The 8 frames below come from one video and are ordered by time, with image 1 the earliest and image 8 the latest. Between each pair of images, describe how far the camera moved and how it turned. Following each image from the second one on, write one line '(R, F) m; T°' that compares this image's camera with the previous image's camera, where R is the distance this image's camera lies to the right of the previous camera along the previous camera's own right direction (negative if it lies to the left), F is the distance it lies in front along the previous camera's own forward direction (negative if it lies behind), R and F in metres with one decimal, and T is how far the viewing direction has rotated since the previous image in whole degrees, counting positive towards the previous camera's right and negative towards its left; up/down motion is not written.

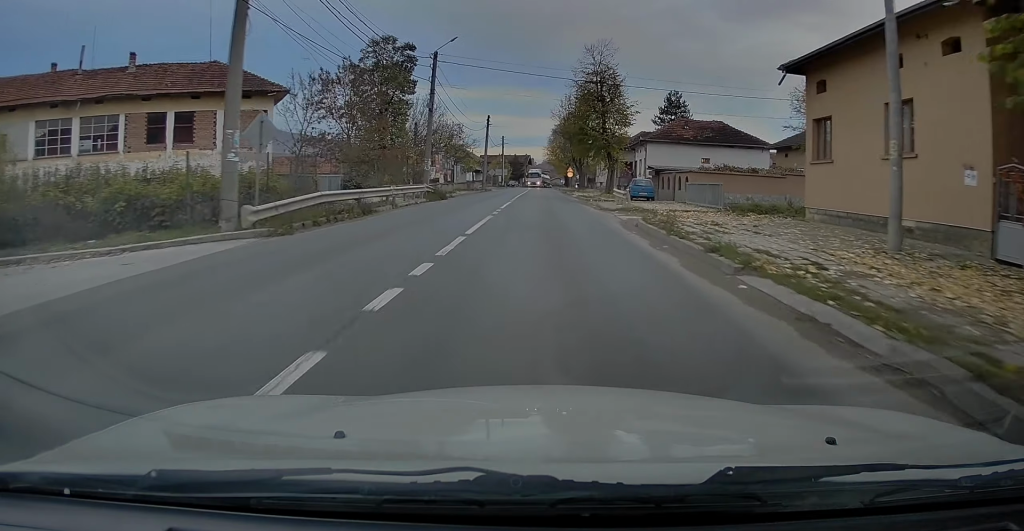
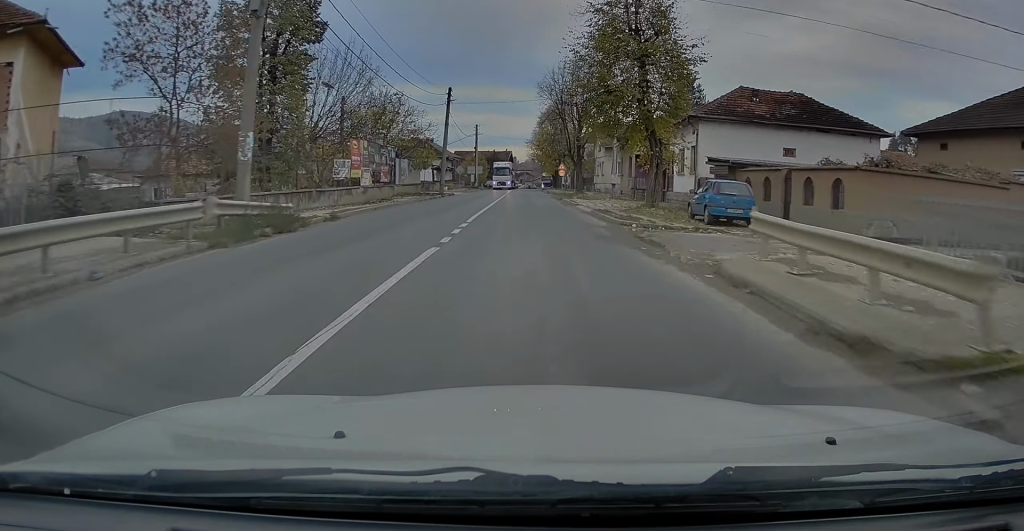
(+0.9, +21.6) m; +1°
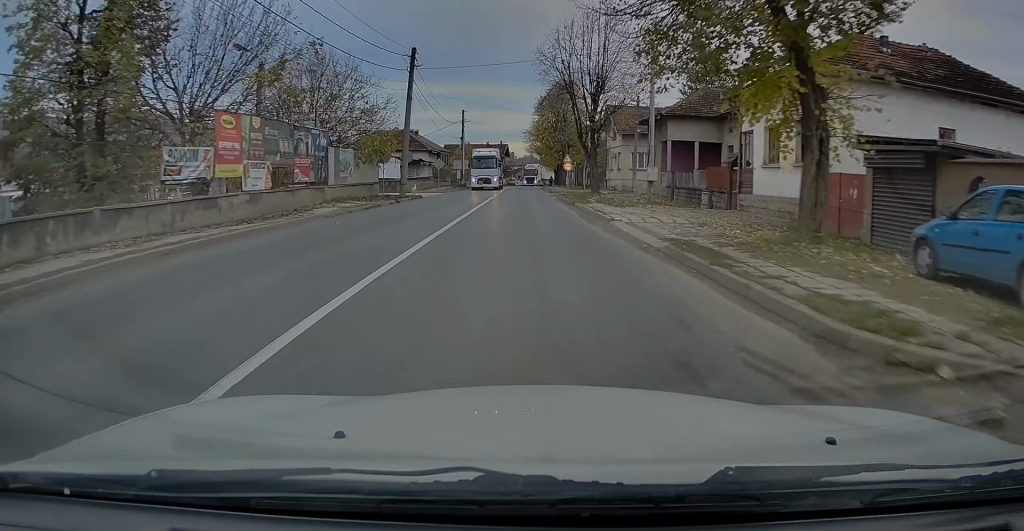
(-0.5, +14.5) m; -1°
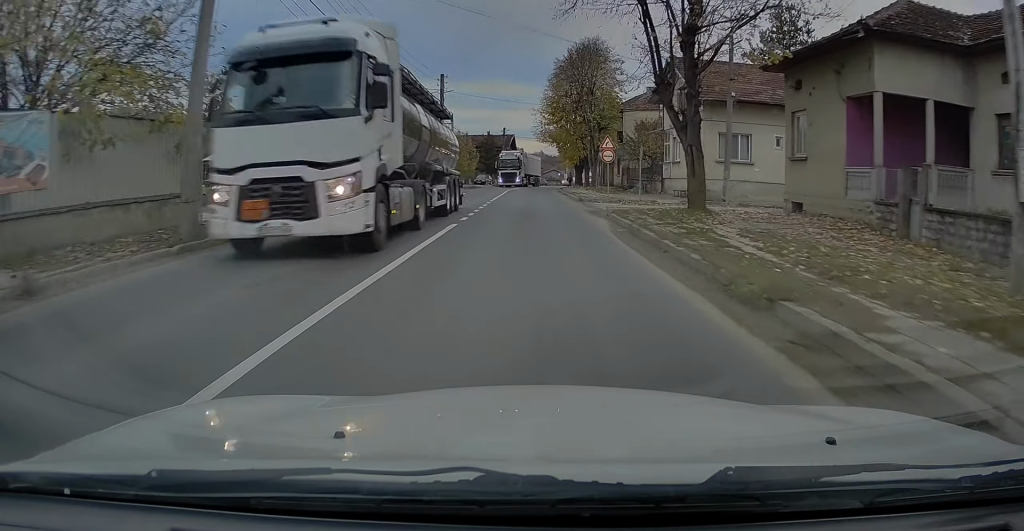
(+0.2, +23.3) m; 0°
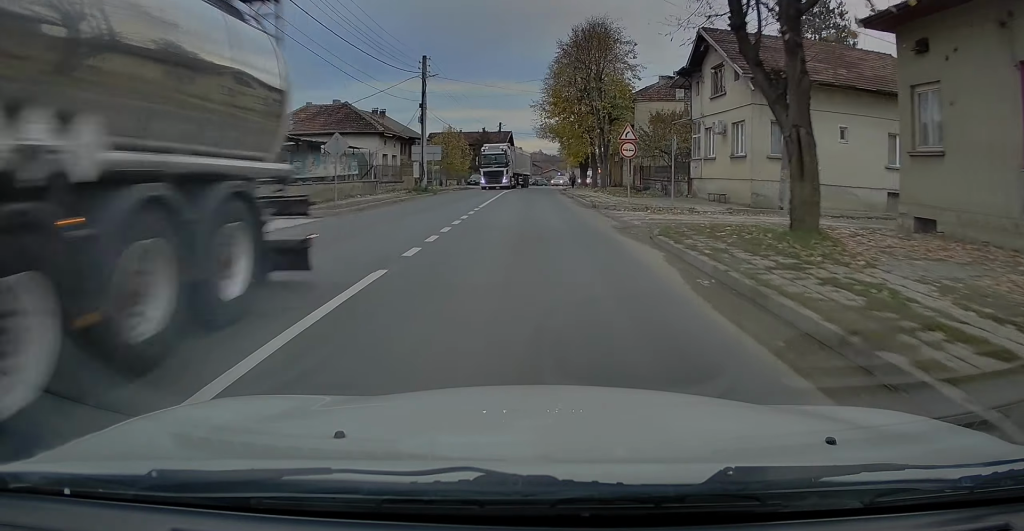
(+0.2, +7.4) m; 0°
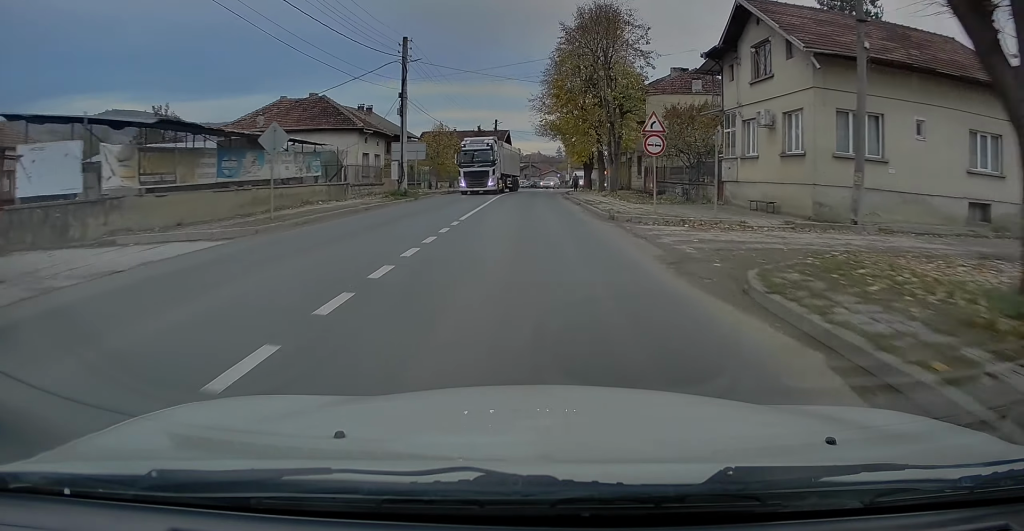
(+0.1, +5.8) m; 0°
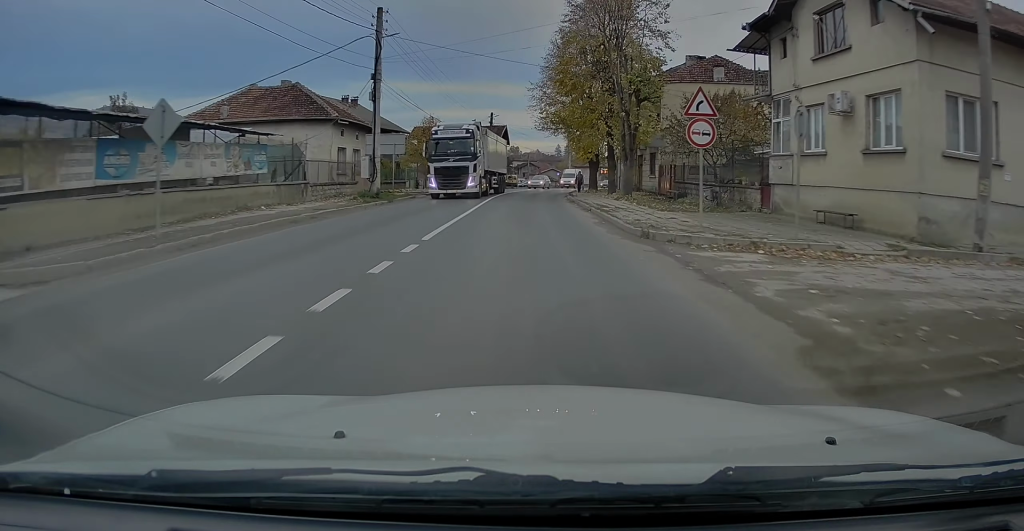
(-0.2, +5.7) m; 0°
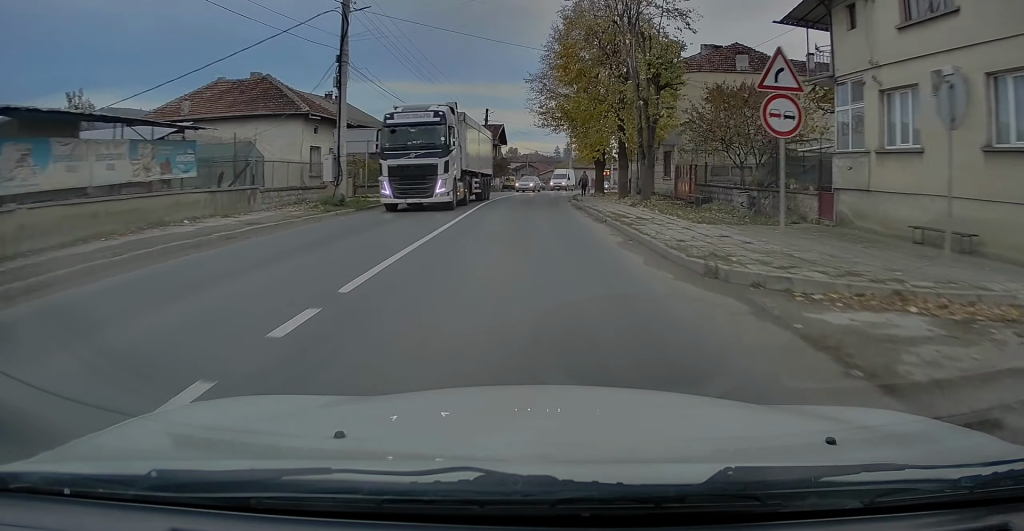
(-0.1, +4.9) m; 0°
